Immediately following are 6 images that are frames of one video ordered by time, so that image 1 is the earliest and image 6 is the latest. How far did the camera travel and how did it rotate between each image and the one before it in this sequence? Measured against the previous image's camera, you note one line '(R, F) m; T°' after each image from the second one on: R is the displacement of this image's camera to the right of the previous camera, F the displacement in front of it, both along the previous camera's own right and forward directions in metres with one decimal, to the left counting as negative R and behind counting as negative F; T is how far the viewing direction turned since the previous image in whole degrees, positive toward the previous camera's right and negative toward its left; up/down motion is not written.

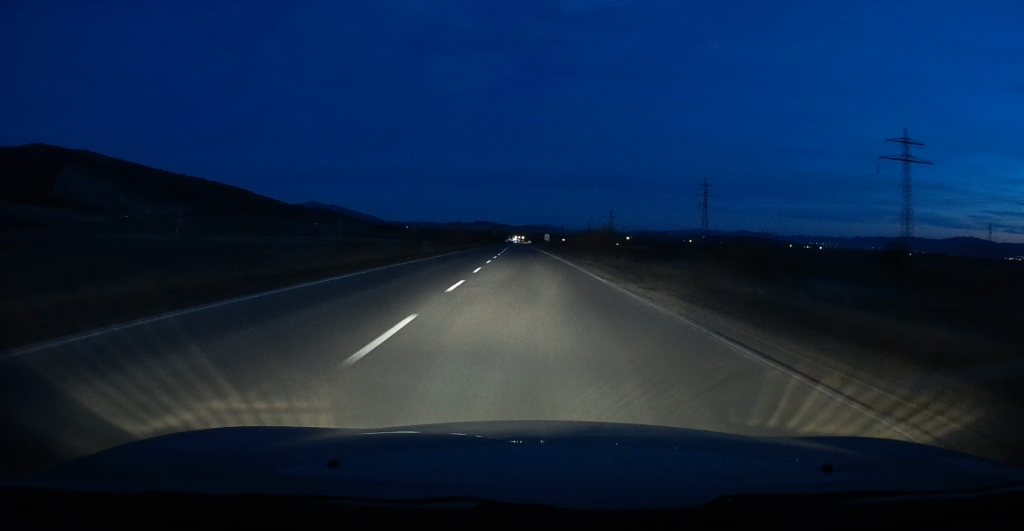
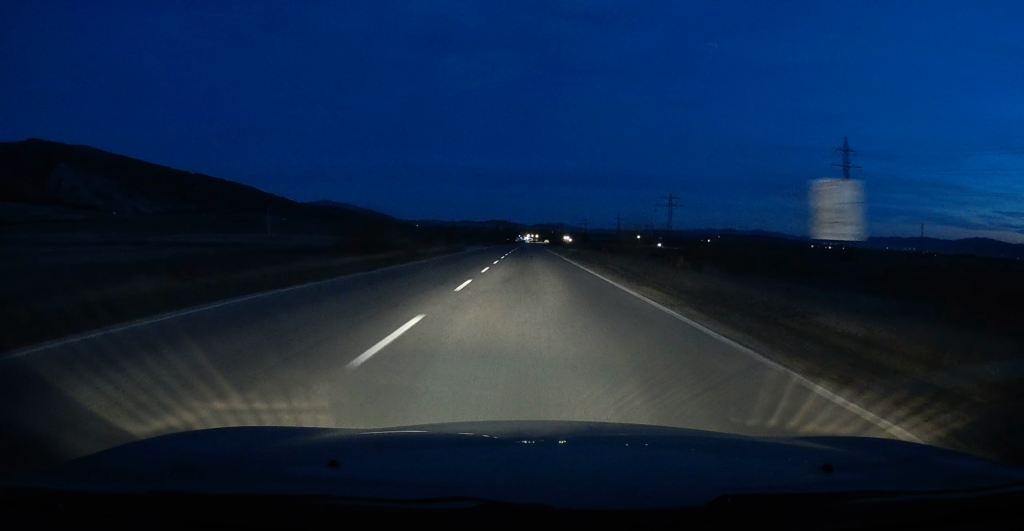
(-1.2, +91.8) m; -2°
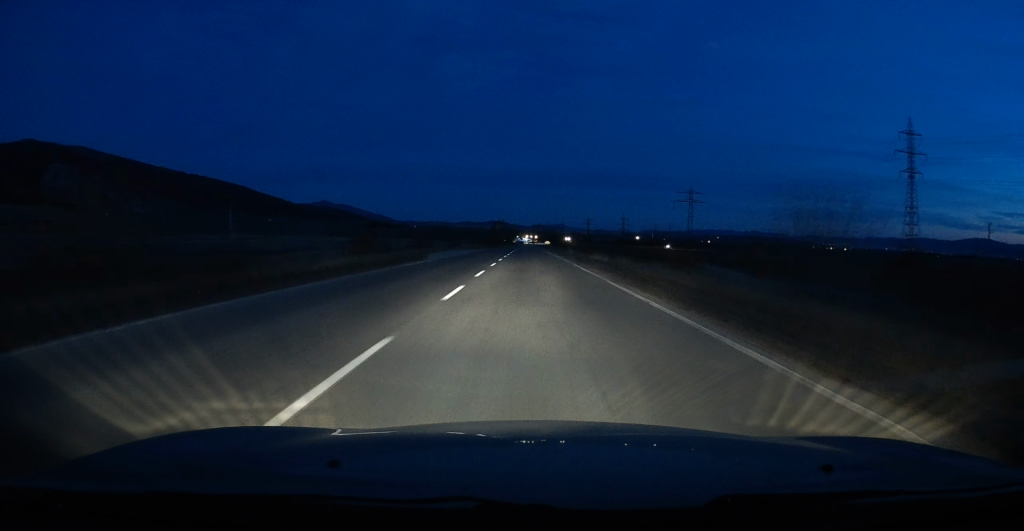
(-0.2, +24.7) m; 0°
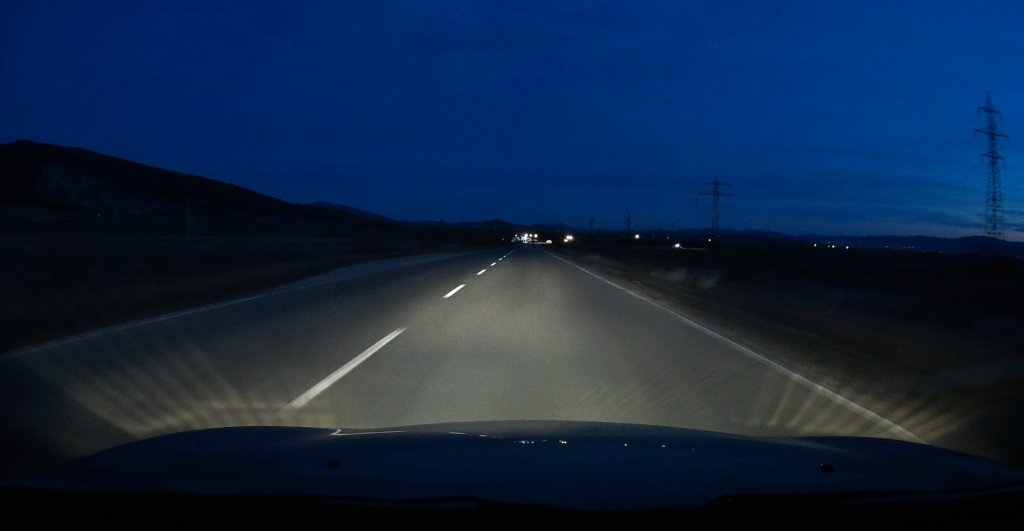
(+0.1, +22.4) m; +1°
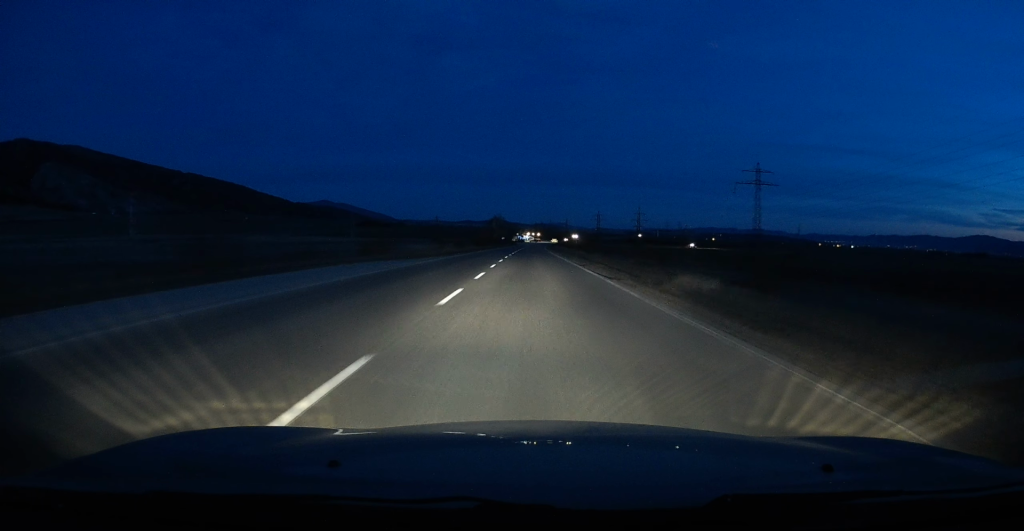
(+0.2, +24.8) m; 0°
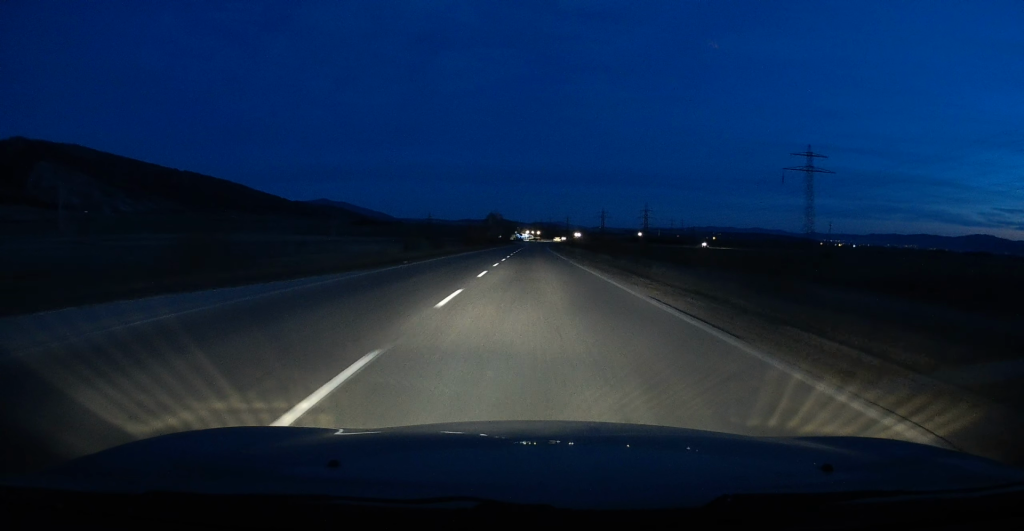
(-0.1, +22.4) m; -1°
